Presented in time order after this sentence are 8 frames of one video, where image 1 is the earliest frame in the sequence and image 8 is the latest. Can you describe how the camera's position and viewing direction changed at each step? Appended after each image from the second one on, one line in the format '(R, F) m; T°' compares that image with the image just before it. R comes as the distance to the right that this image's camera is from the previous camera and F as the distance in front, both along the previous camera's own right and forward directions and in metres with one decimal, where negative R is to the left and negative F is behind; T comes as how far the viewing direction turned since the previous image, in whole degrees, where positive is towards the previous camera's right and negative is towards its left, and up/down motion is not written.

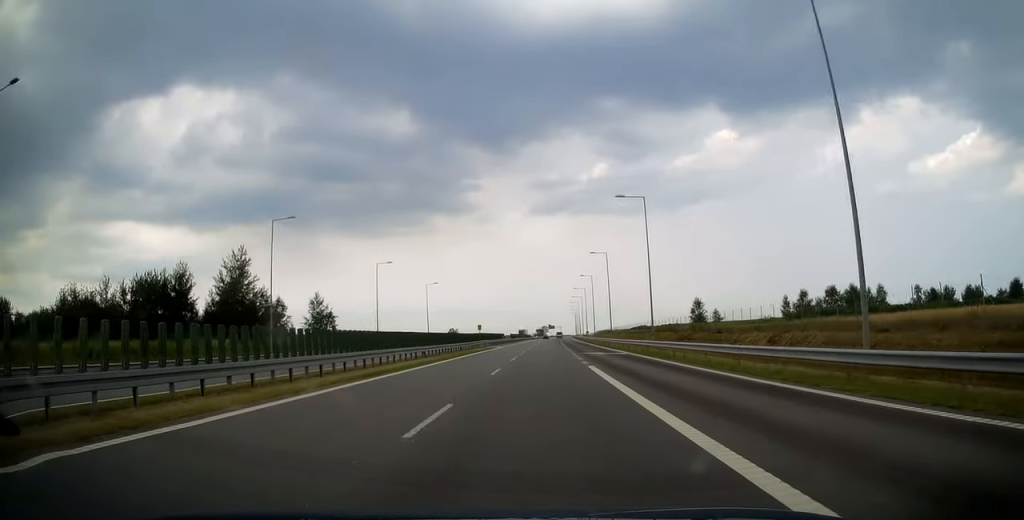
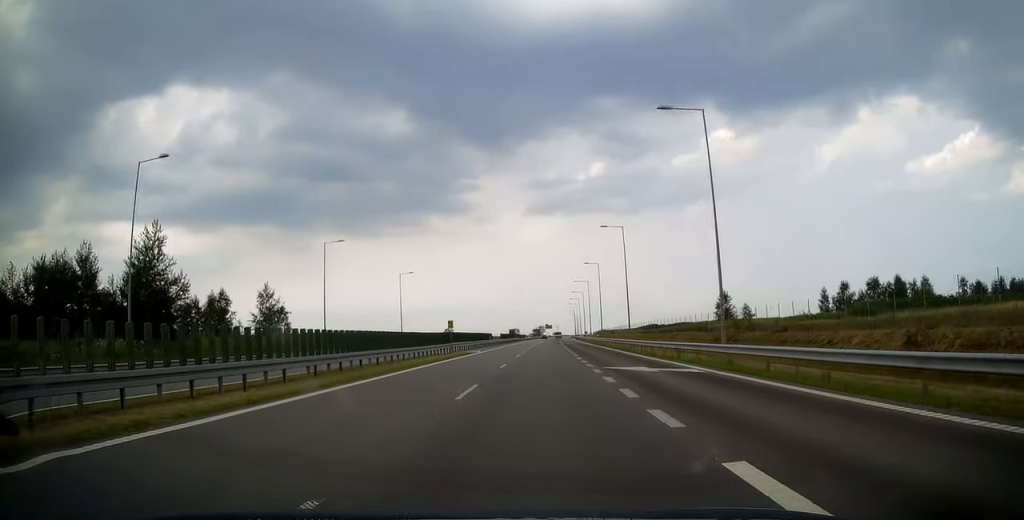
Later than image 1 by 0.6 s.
(-0.2, +19.0) m; 0°
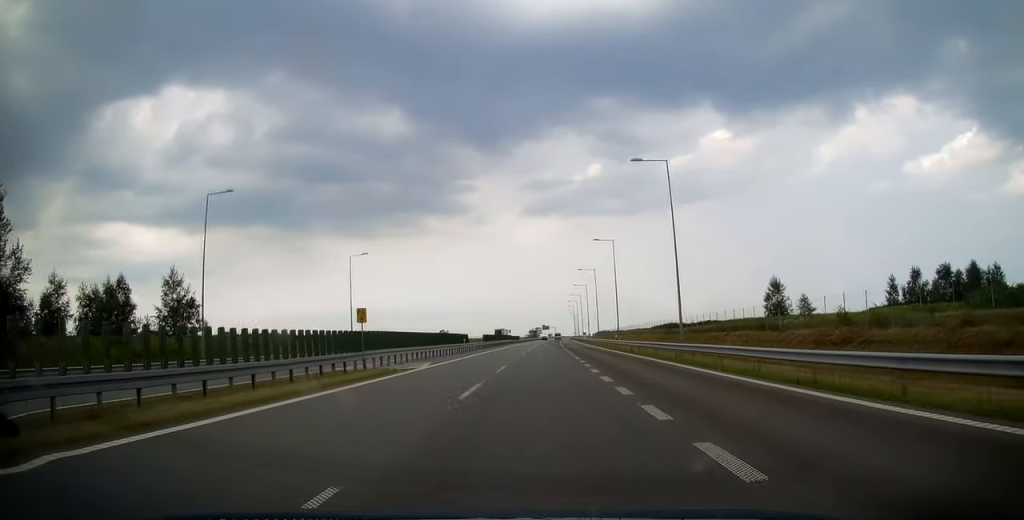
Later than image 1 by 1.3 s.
(+0.3, +23.3) m; +1°
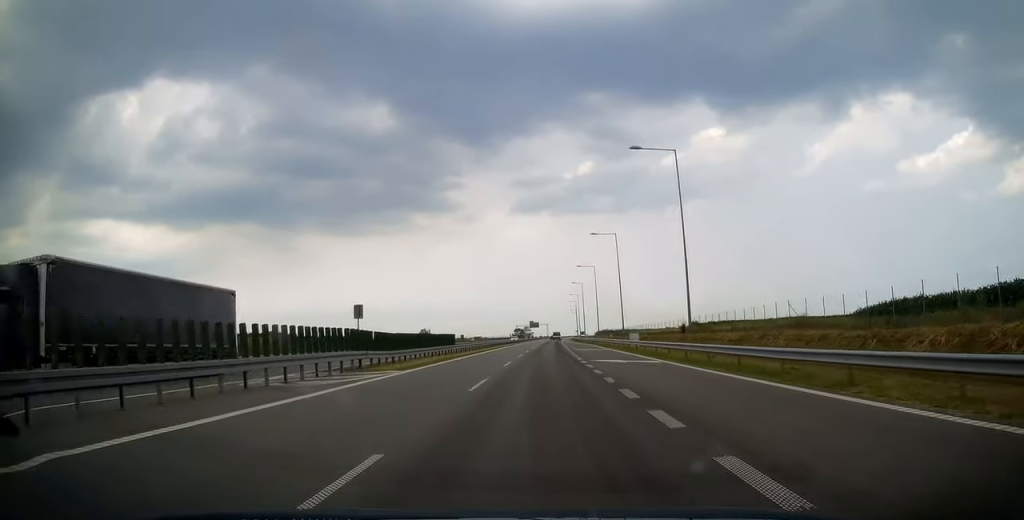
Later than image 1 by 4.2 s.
(+0.8, +93.9) m; 0°
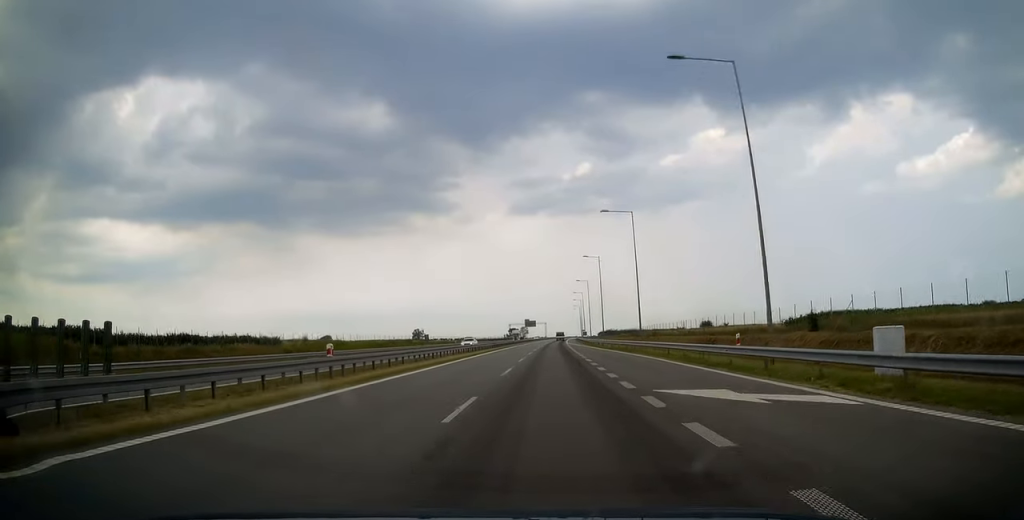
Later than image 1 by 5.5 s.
(-0.2, +41.8) m; +1°
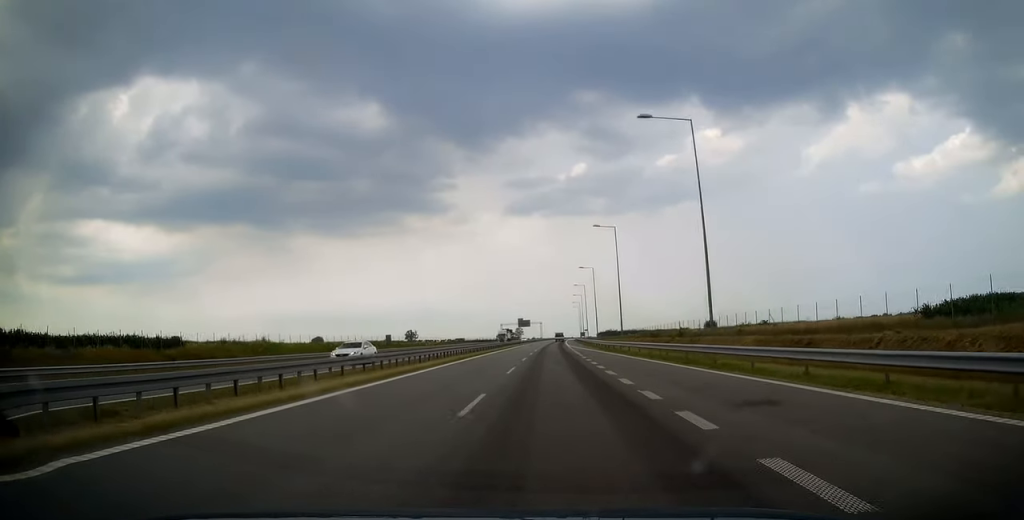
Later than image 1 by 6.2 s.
(+0.4, +22.9) m; 0°
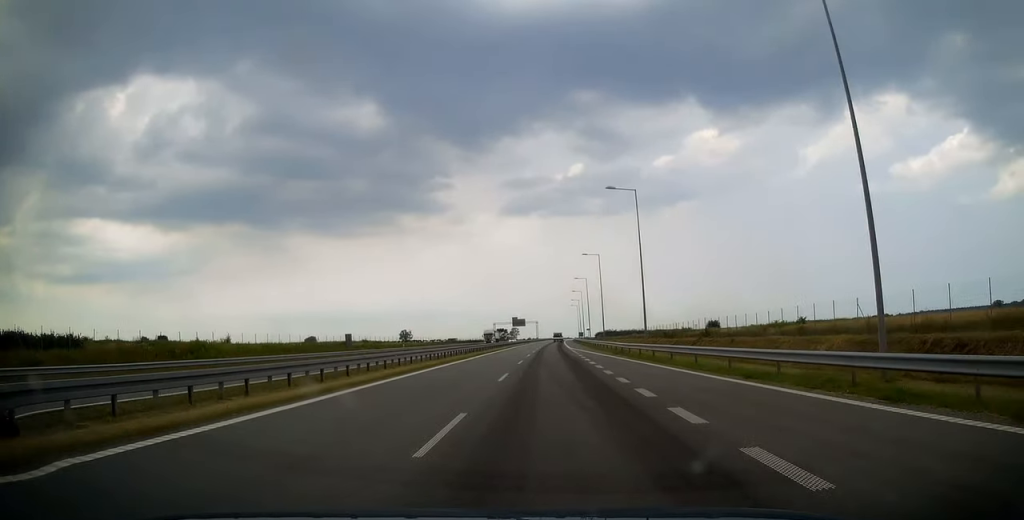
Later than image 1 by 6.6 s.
(+0.2, +15.3) m; 0°
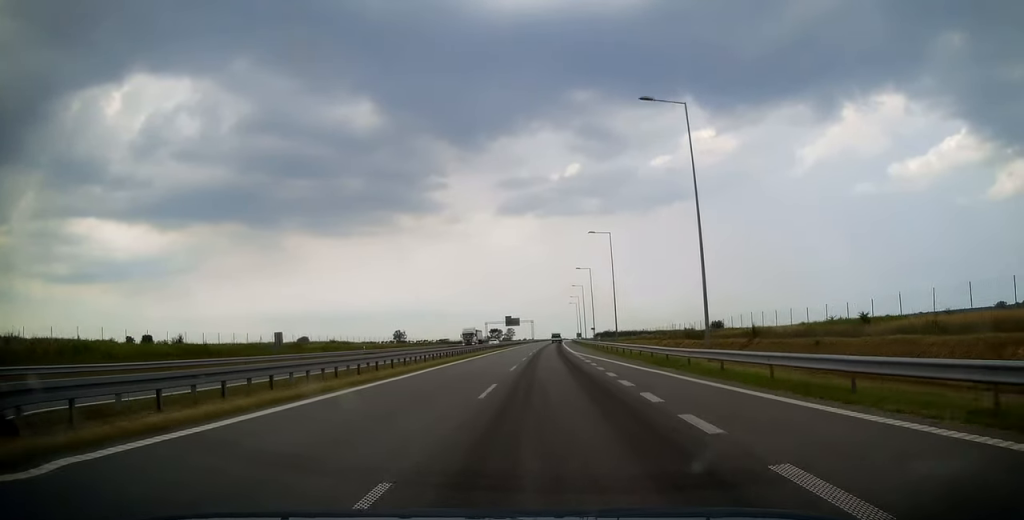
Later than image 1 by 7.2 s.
(-0.3, +17.0) m; 0°
